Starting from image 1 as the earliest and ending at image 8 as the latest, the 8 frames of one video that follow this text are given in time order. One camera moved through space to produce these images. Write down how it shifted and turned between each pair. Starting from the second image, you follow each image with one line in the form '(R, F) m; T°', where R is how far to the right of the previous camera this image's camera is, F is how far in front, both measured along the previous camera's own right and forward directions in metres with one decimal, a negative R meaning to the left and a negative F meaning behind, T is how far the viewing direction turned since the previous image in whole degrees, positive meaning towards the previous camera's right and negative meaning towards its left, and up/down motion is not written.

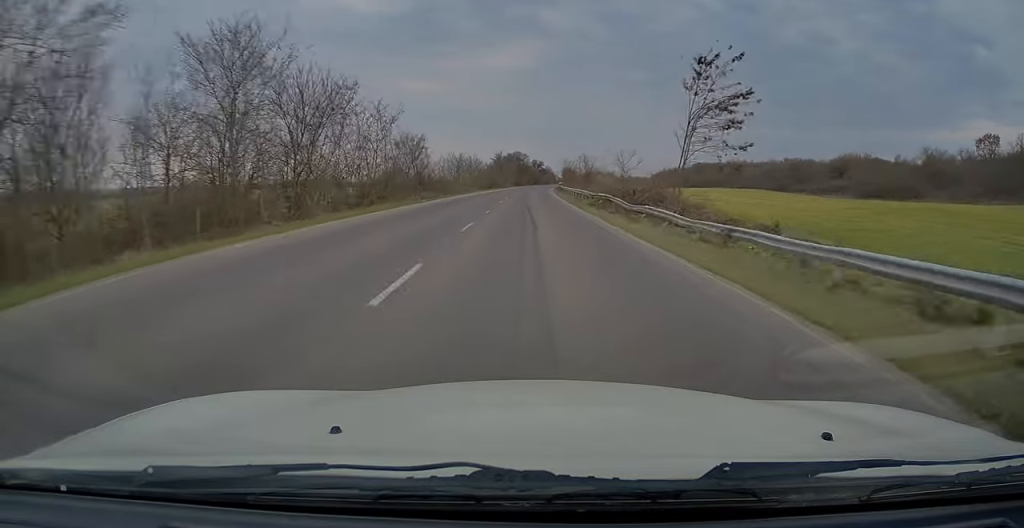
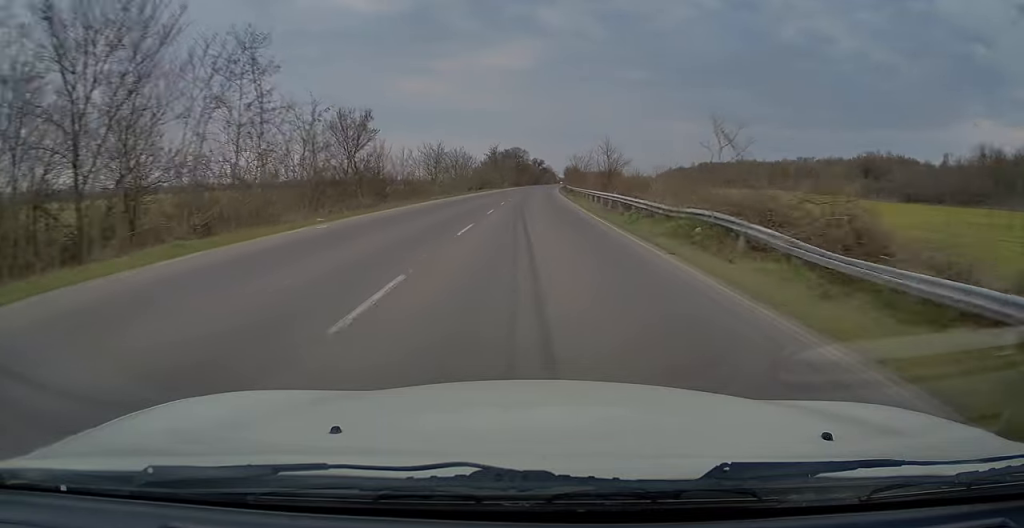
(+0.1, +19.2) m; 0°
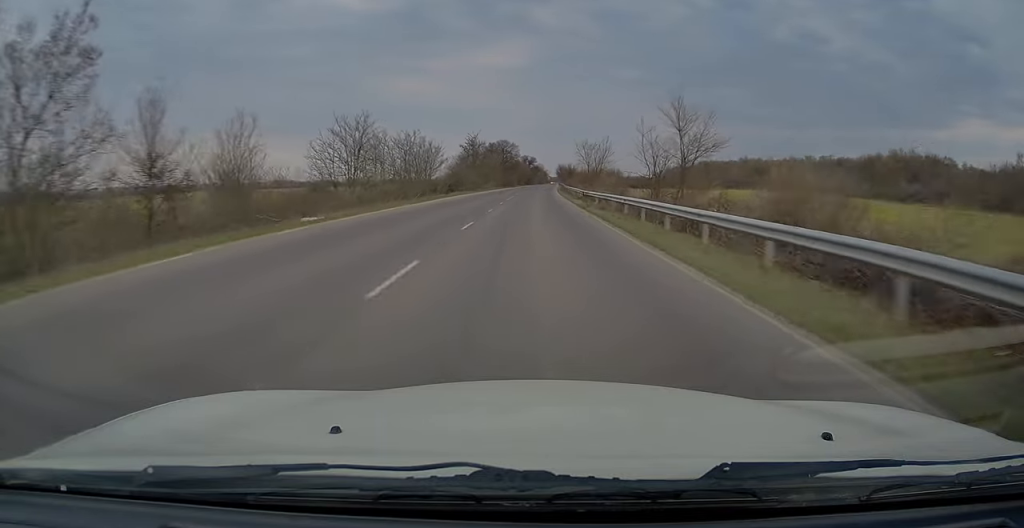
(0.0, +25.7) m; 0°
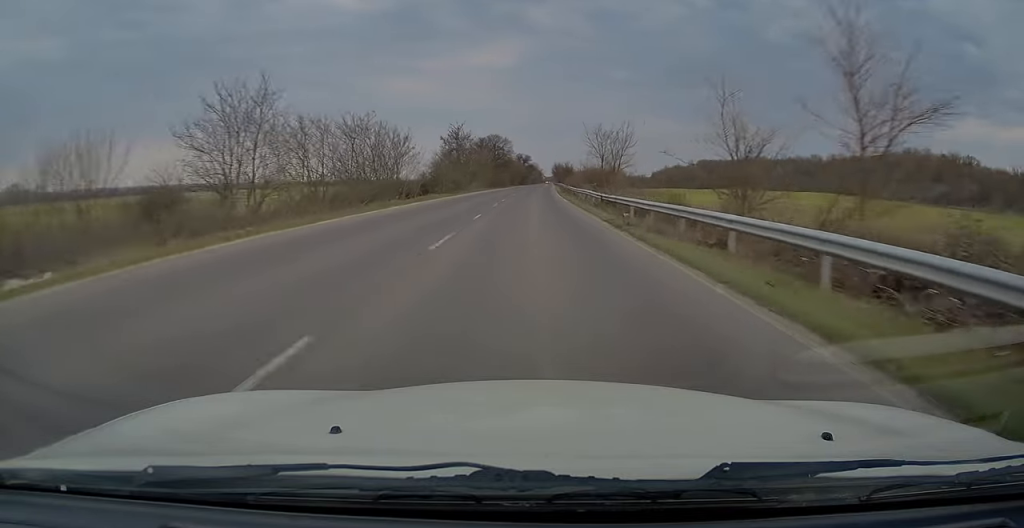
(-0.1, +13.7) m; 0°
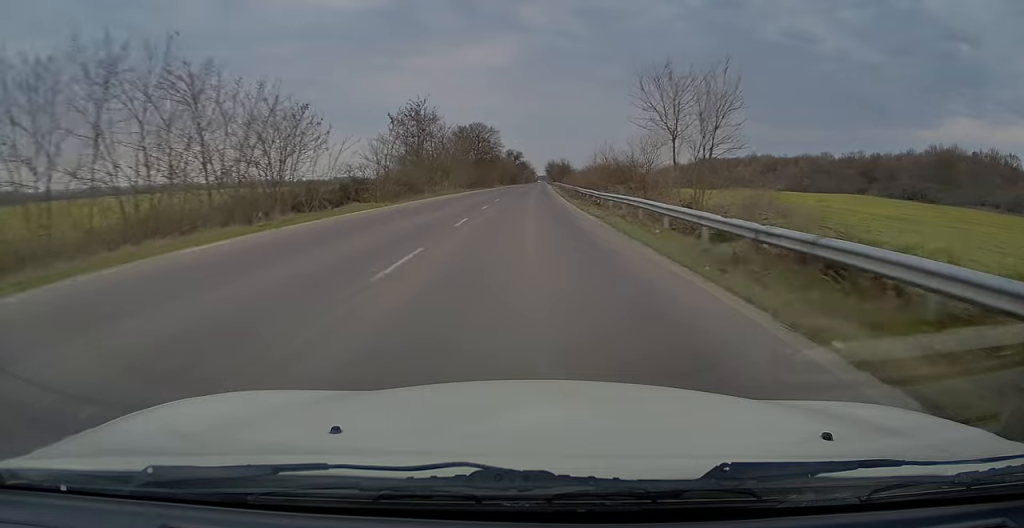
(+0.3, +21.7) m; +1°
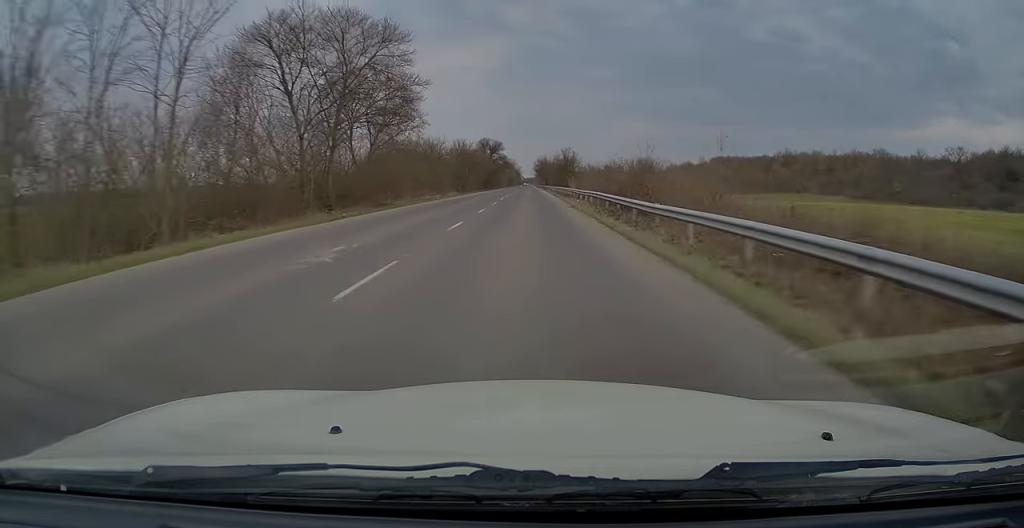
(+0.9, +63.8) m; +1°
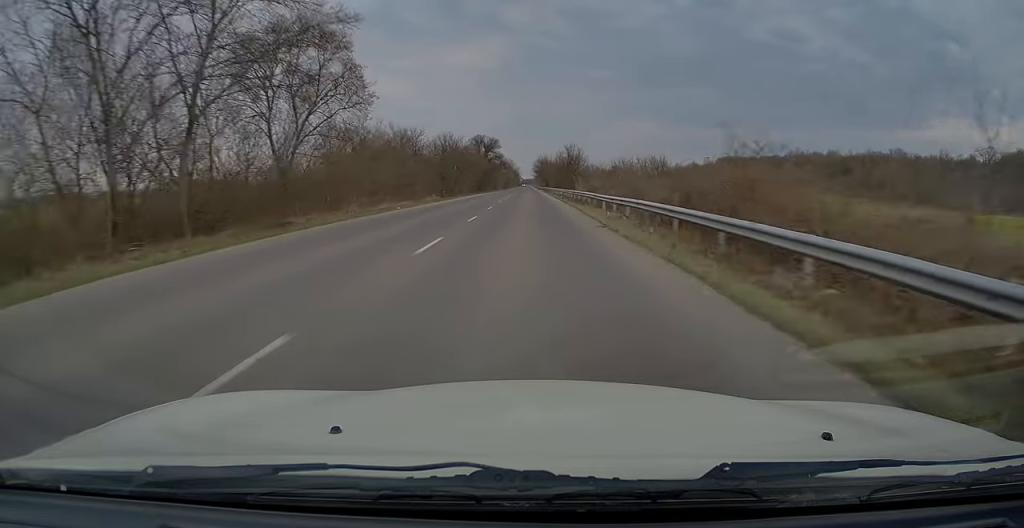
(0.0, +13.6) m; 0°
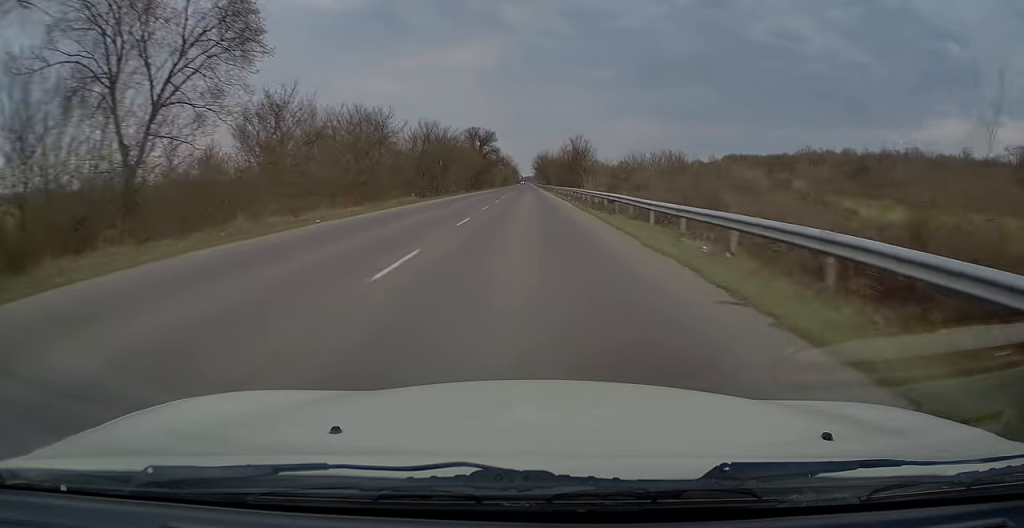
(-0.1, +12.0) m; 0°
